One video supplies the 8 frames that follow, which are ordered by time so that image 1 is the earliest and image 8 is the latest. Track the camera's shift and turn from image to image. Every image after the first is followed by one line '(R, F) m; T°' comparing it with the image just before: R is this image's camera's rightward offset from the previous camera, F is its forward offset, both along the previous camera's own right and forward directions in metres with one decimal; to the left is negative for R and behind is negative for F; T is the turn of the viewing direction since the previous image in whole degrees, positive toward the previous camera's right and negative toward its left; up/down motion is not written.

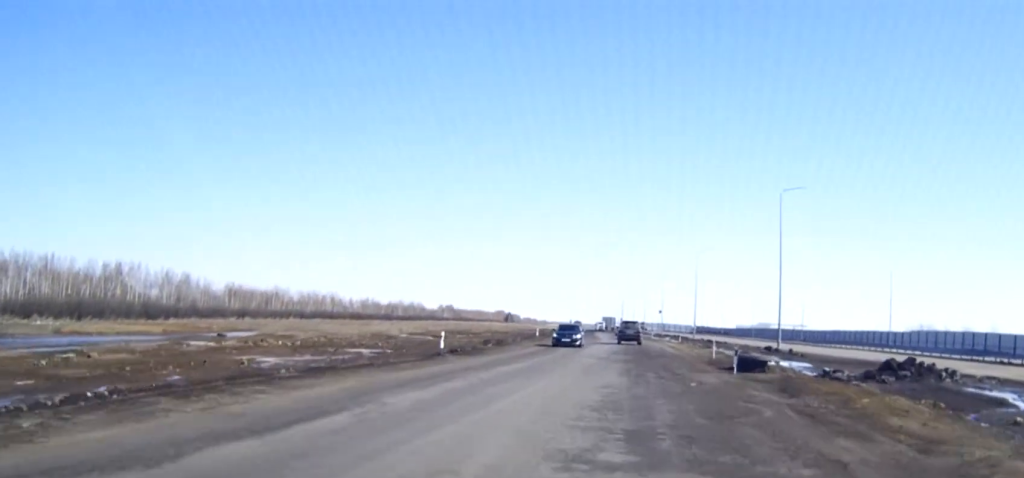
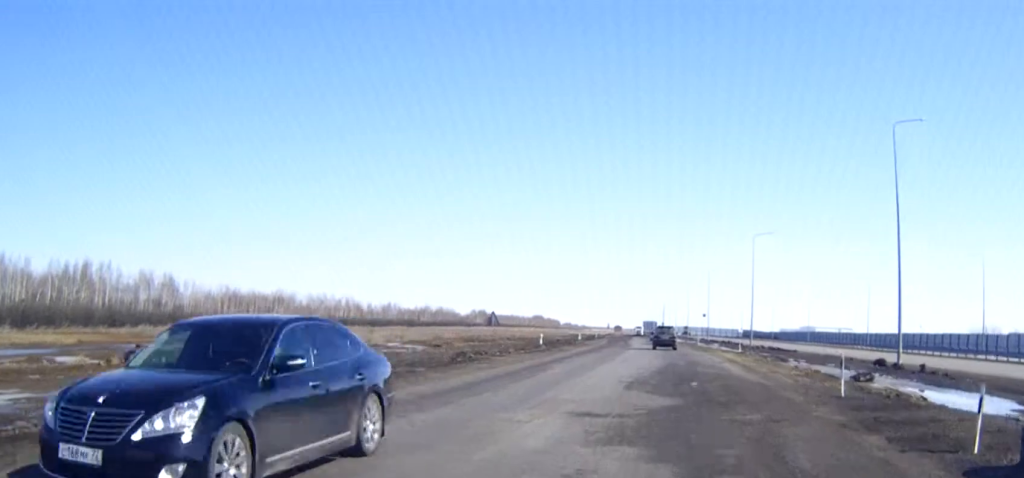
(-0.4, +21.9) m; -1°
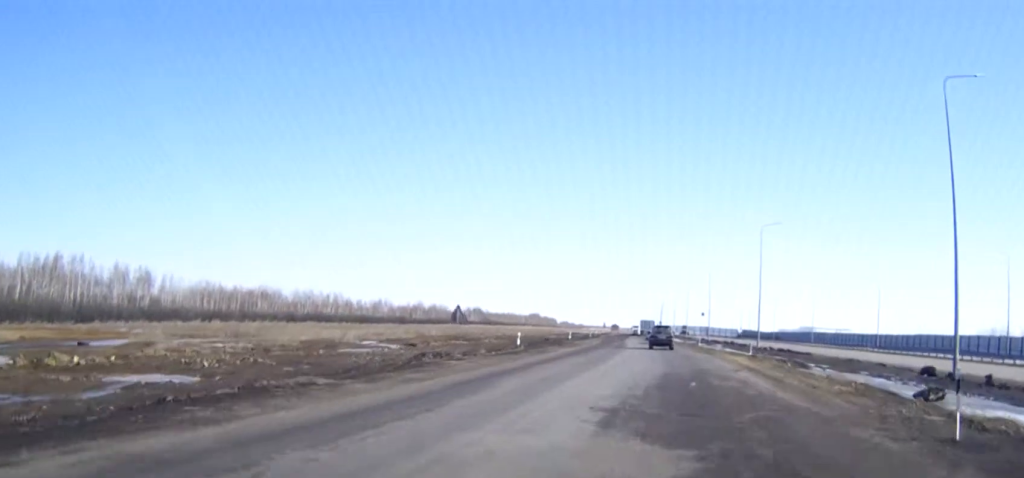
(+0.1, +8.1) m; 0°
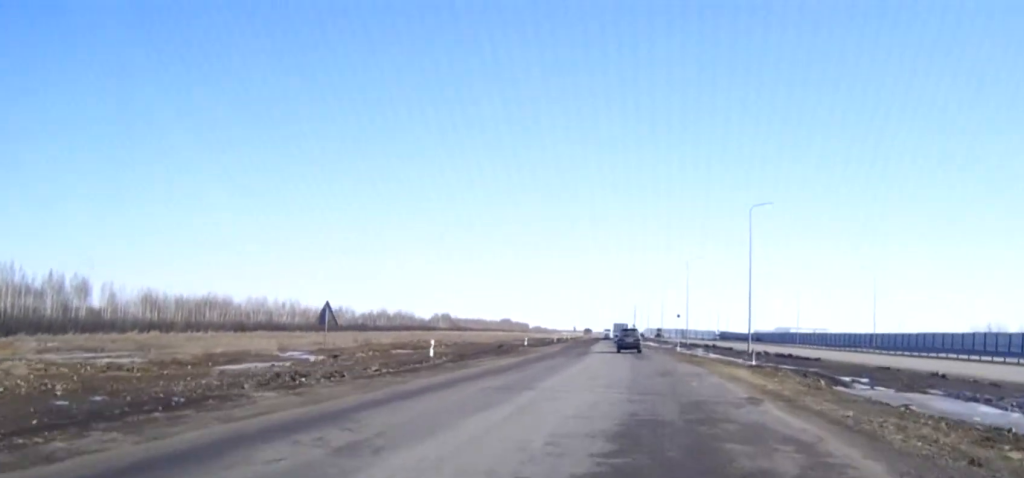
(+0.1, +13.4) m; 0°
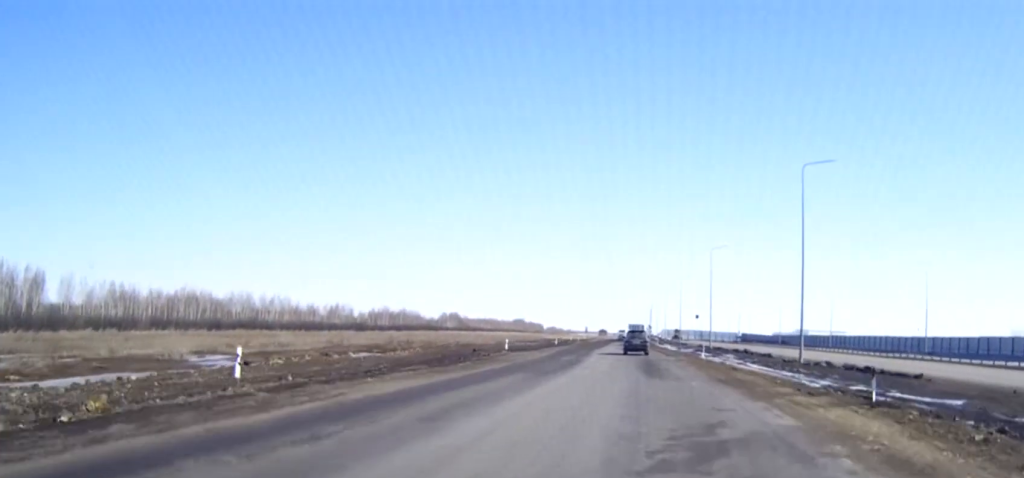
(-0.1, +17.7) m; -1°
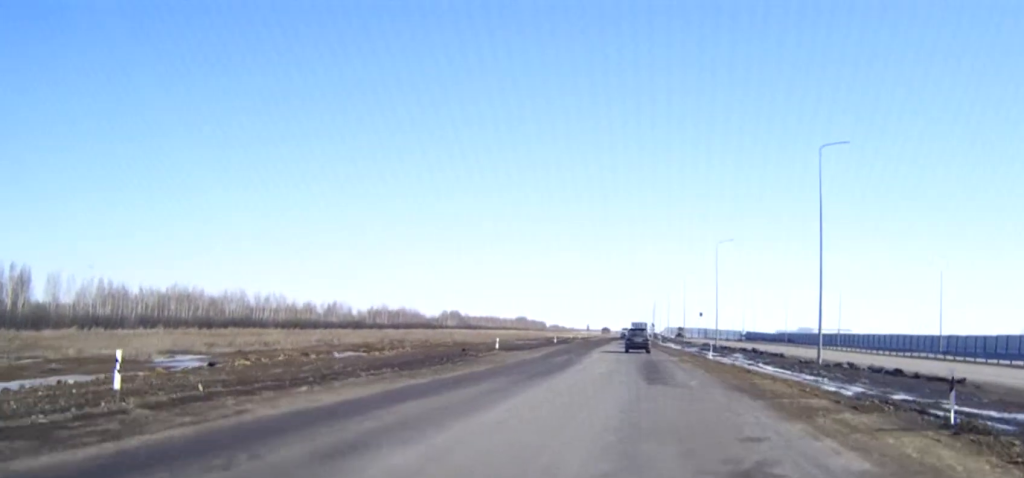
(0.0, +4.6) m; 0°
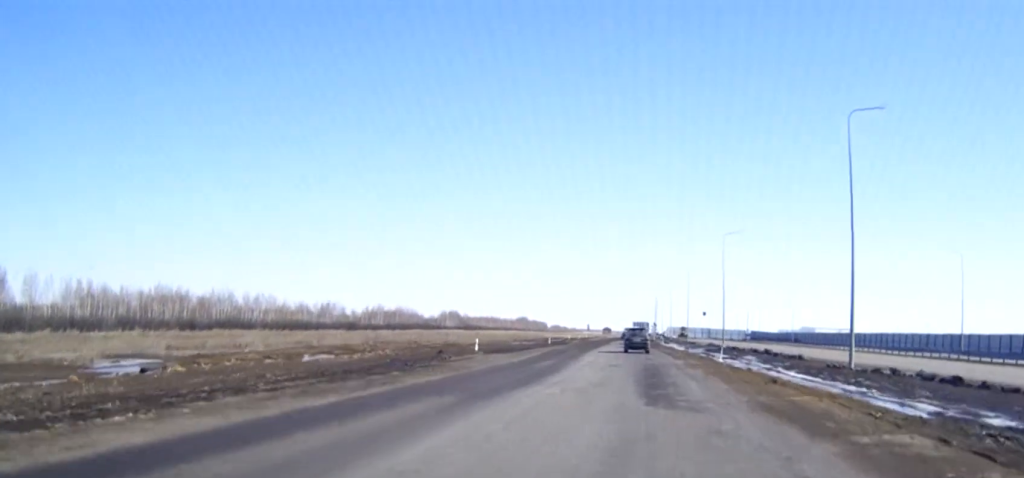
(0.0, +7.0) m; 0°
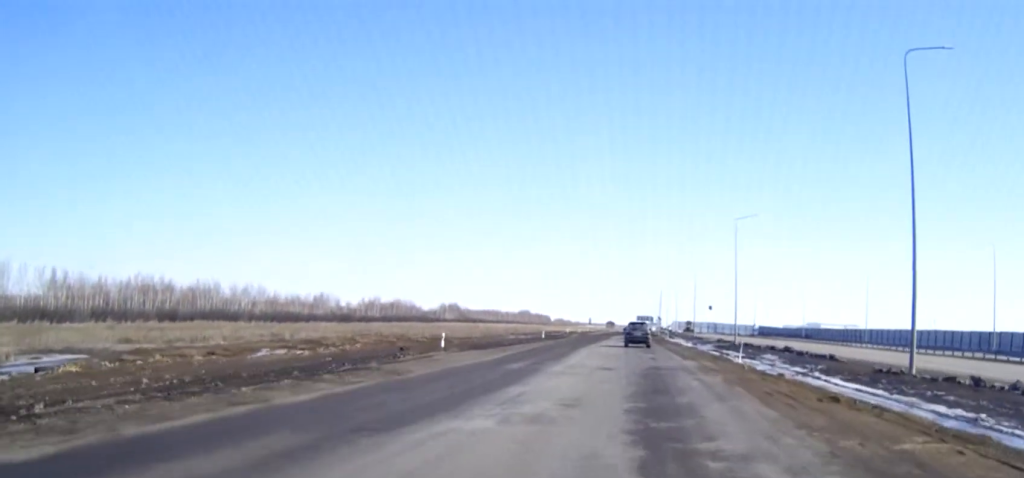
(0.0, +8.5) m; -1°
